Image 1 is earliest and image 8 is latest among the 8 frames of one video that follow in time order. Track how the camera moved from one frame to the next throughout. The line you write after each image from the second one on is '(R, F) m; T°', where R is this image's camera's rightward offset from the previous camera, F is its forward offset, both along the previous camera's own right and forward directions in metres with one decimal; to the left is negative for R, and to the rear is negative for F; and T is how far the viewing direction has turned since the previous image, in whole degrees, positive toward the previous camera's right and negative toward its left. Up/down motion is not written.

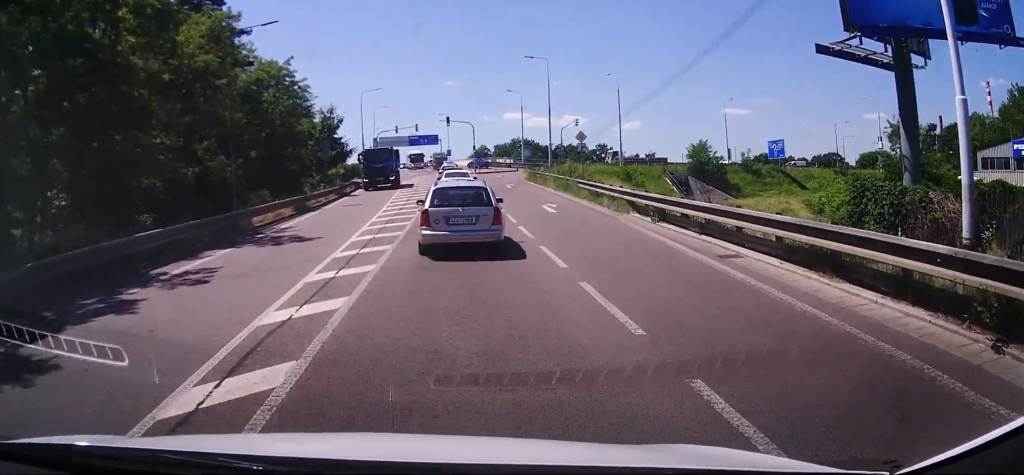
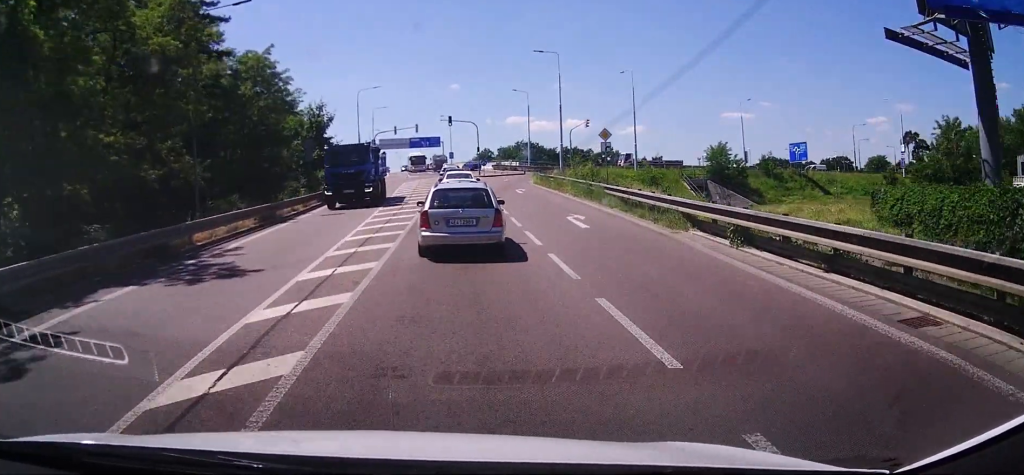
(-0.1, +5.7) m; -1°
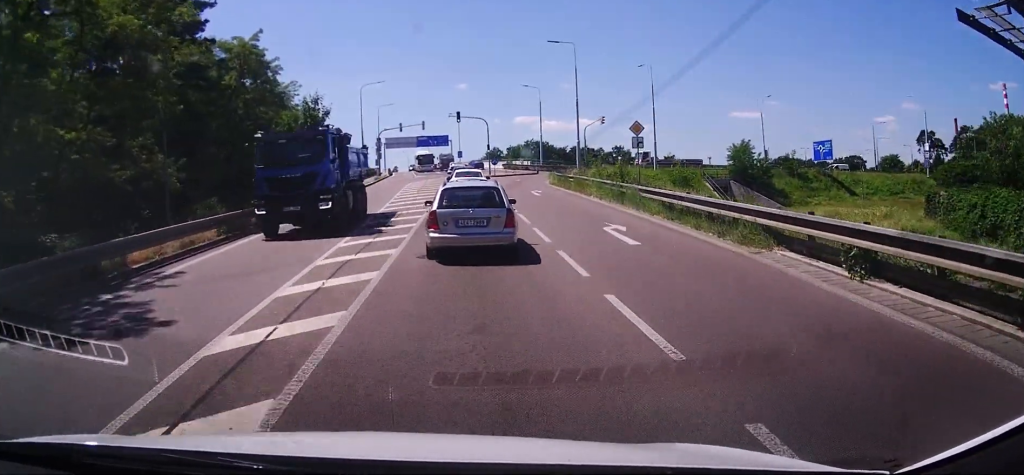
(0.0, +4.4) m; +1°
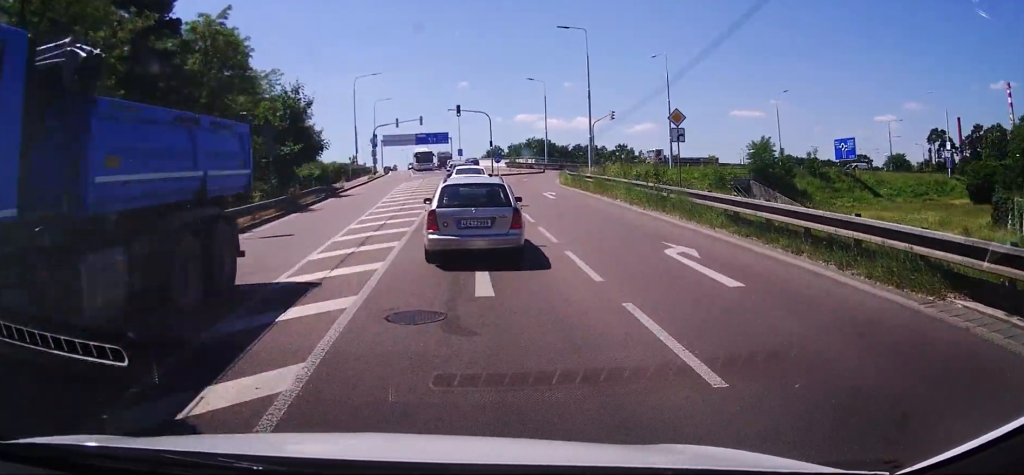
(0.0, +5.4) m; +1°
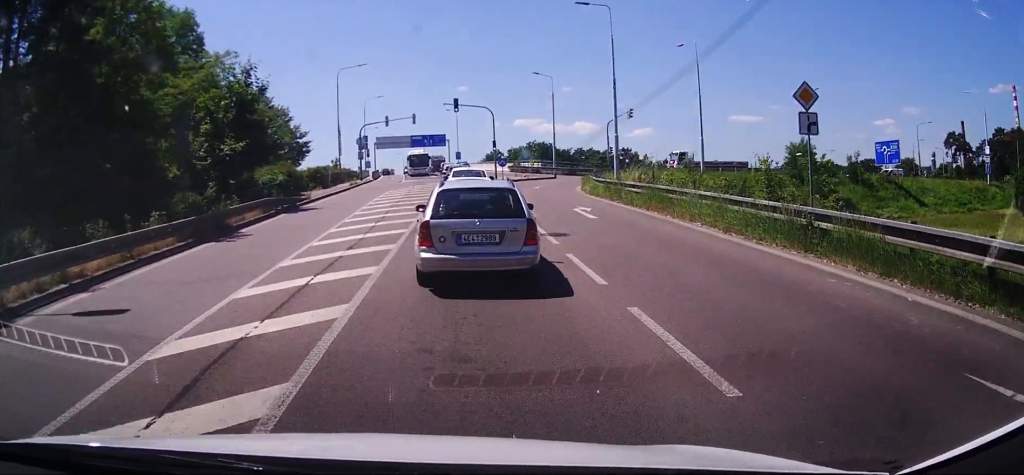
(+0.2, +10.0) m; +1°
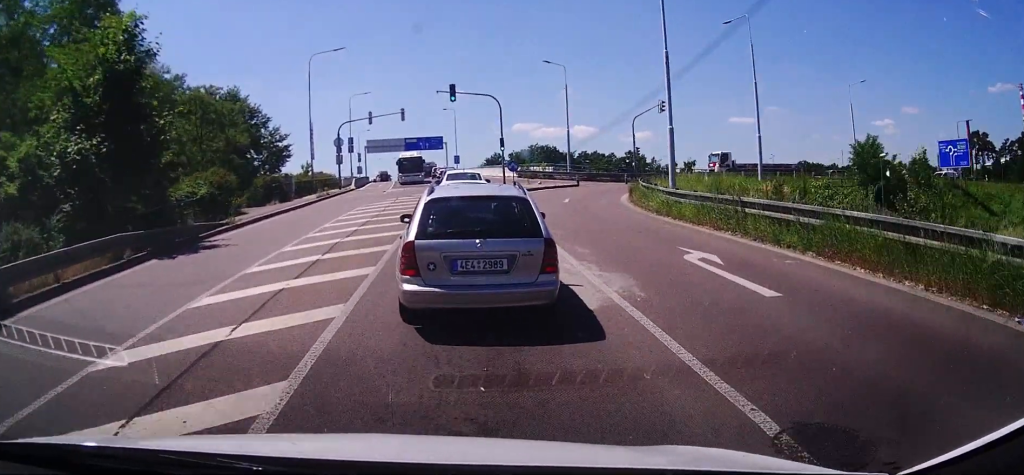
(+0.1, +12.8) m; 0°
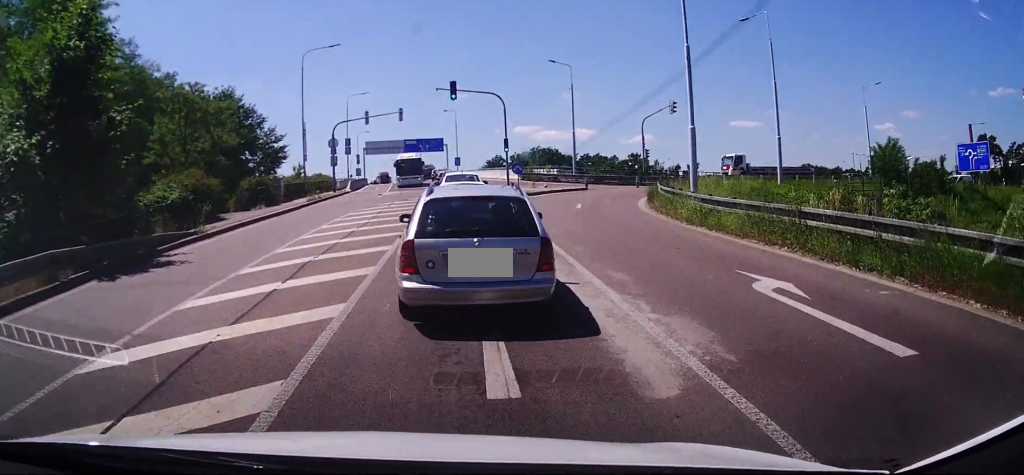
(0.0, +2.9) m; -1°
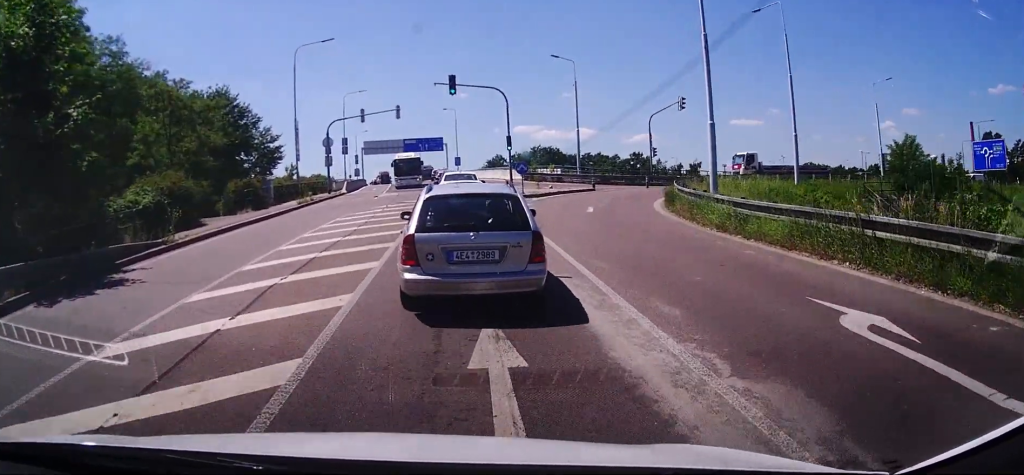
(0.0, +2.3) m; -1°
